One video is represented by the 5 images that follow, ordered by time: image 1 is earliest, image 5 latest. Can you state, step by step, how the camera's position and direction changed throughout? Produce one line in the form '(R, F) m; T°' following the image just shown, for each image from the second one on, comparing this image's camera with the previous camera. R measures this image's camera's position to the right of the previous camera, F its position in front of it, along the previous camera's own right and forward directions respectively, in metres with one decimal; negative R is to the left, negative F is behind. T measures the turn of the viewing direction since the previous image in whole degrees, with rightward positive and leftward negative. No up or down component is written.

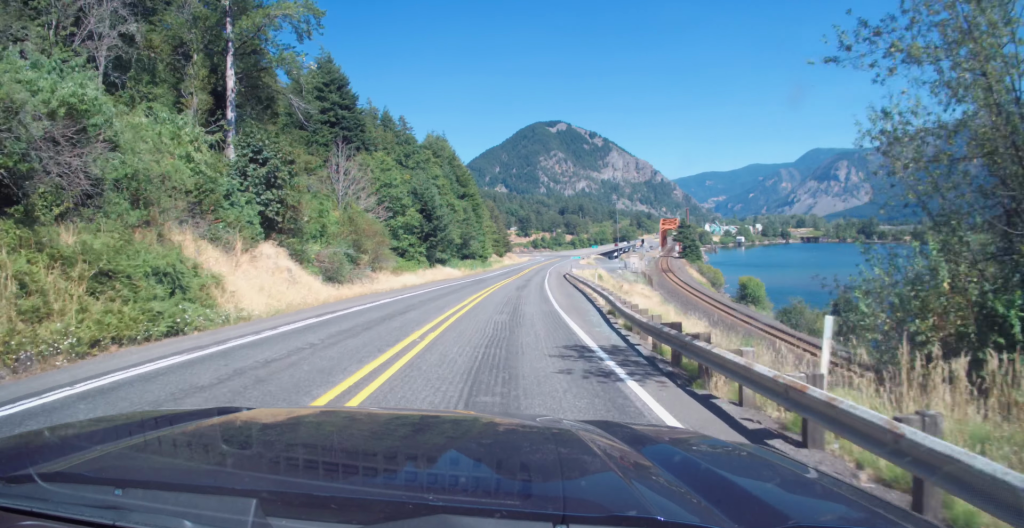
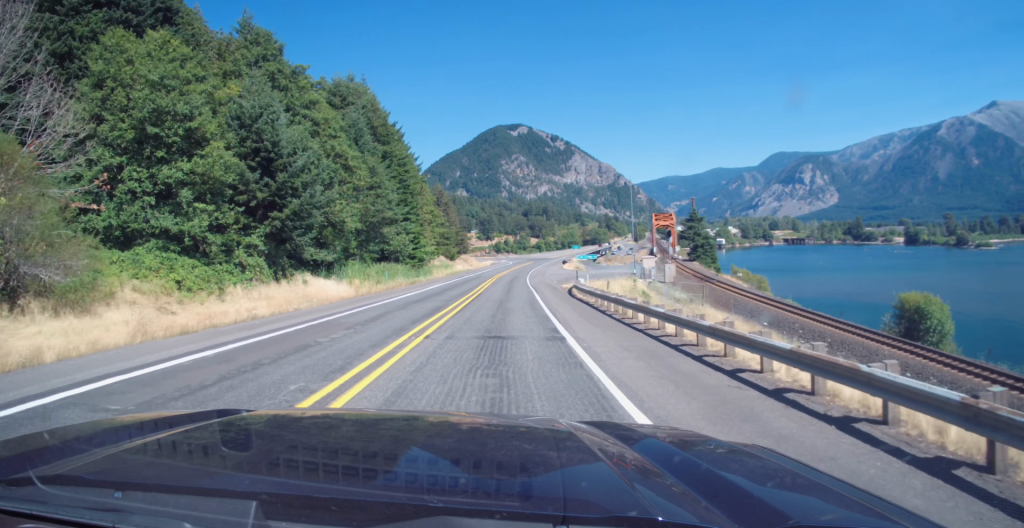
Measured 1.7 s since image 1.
(+2.1, +47.0) m; +4°
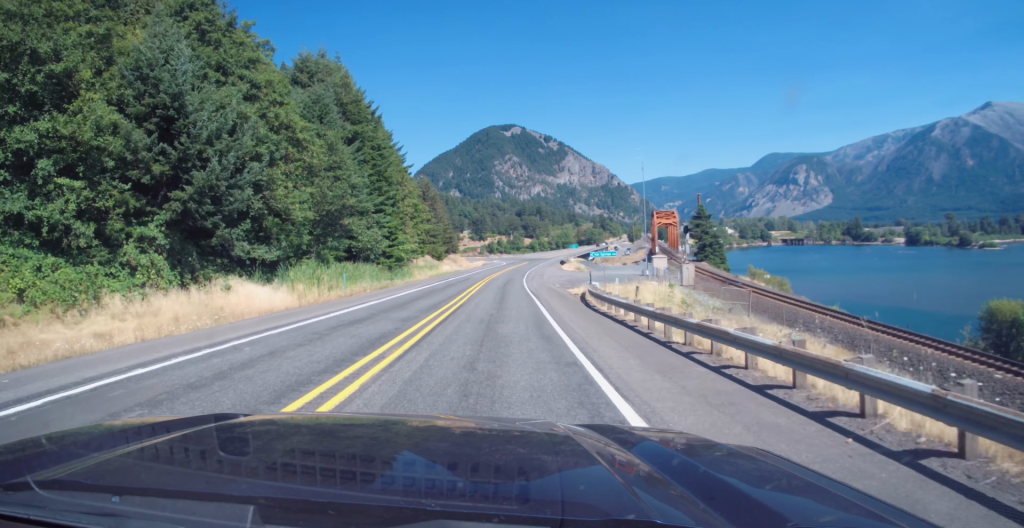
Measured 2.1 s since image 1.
(-0.1, +11.0) m; +1°
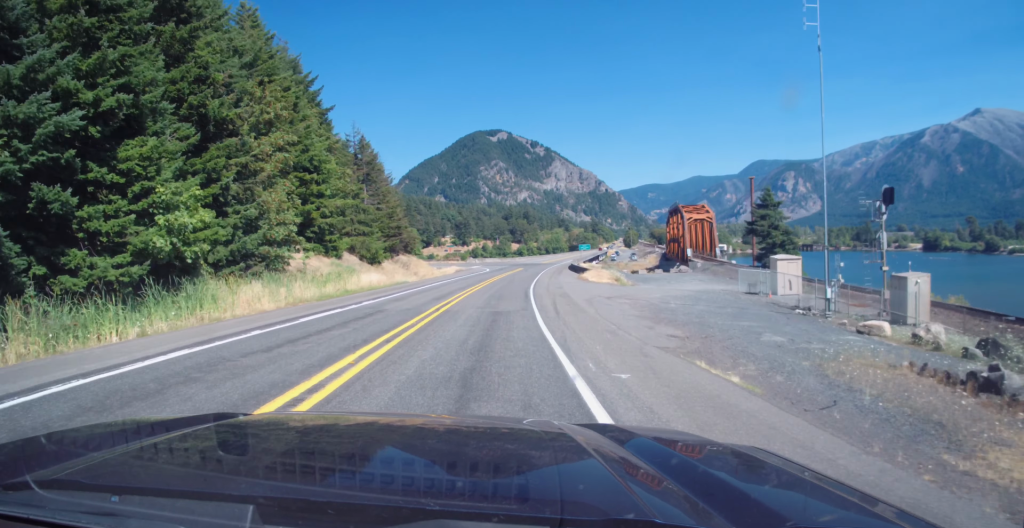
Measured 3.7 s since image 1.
(+0.5, +43.6) m; 0°
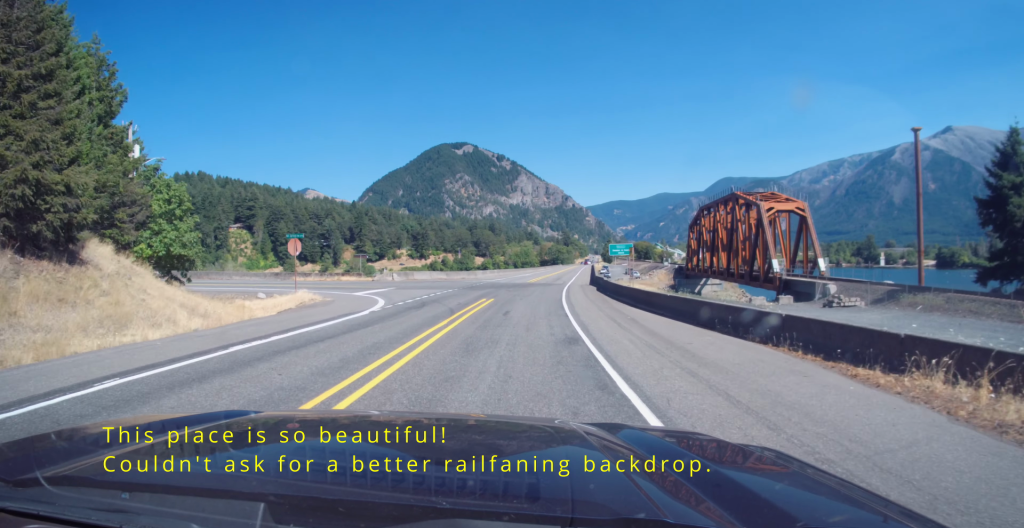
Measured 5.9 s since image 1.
(+1.7, +59.2) m; +5°
